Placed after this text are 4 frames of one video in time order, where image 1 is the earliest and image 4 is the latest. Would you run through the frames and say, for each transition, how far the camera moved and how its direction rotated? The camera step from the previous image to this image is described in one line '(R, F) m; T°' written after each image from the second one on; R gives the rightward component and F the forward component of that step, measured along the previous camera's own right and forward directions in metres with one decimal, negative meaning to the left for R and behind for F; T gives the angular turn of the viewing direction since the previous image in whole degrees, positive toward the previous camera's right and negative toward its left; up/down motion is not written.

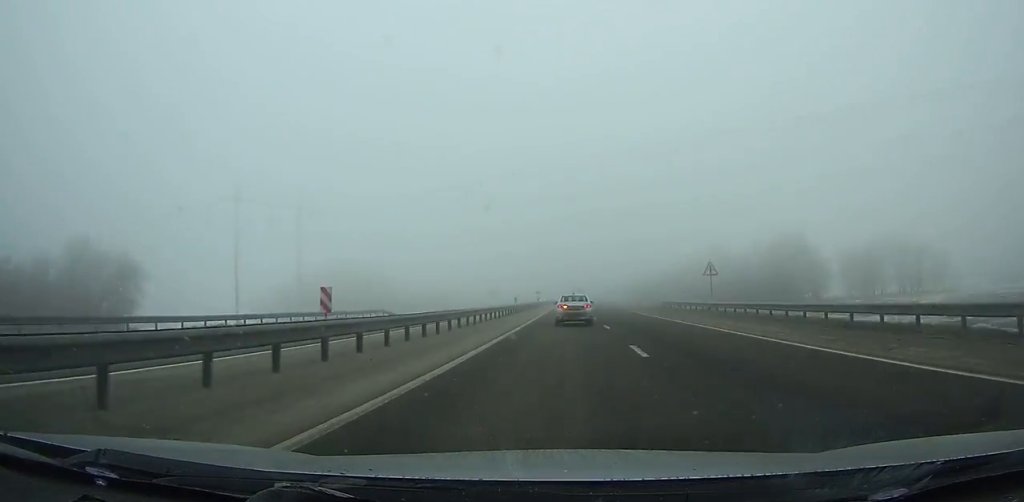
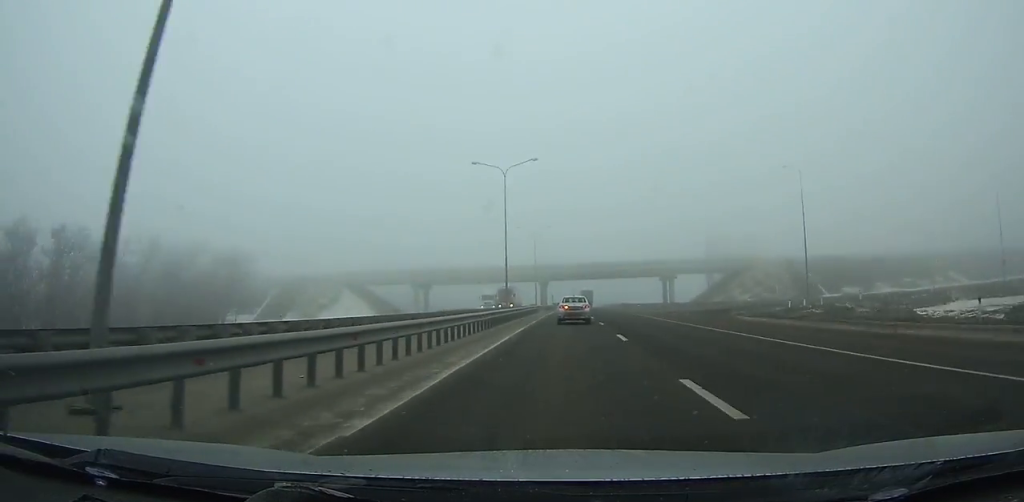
(+10.9, +289.9) m; +3°
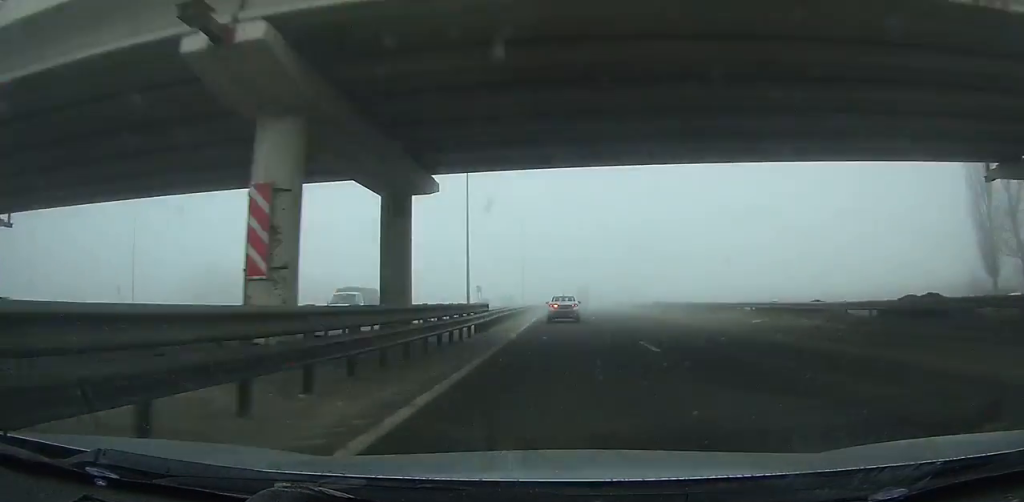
(+0.2, +97.4) m; 0°
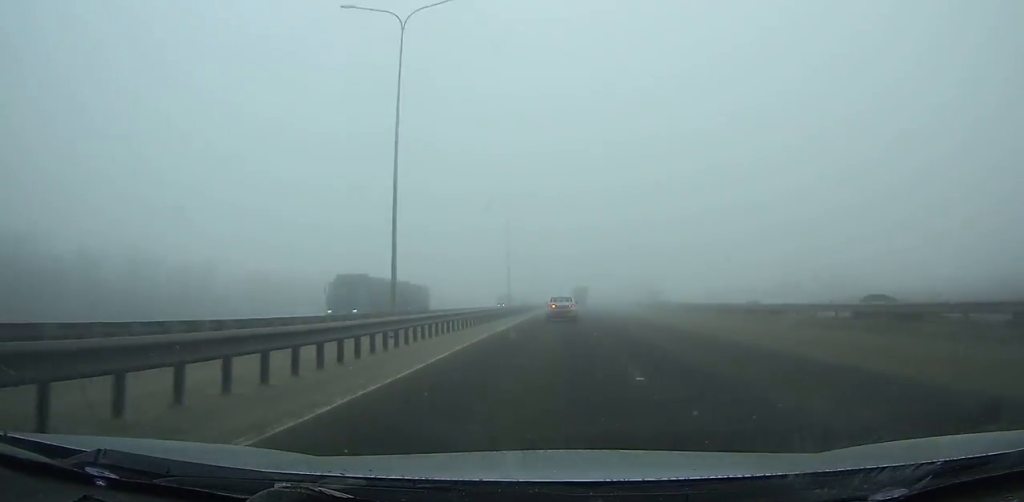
(+0.1, +52.9) m; 0°
